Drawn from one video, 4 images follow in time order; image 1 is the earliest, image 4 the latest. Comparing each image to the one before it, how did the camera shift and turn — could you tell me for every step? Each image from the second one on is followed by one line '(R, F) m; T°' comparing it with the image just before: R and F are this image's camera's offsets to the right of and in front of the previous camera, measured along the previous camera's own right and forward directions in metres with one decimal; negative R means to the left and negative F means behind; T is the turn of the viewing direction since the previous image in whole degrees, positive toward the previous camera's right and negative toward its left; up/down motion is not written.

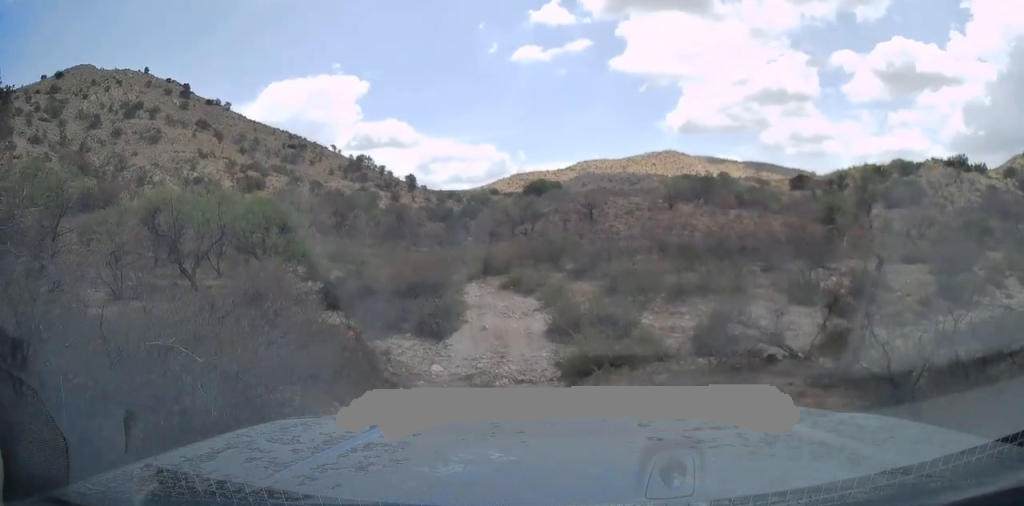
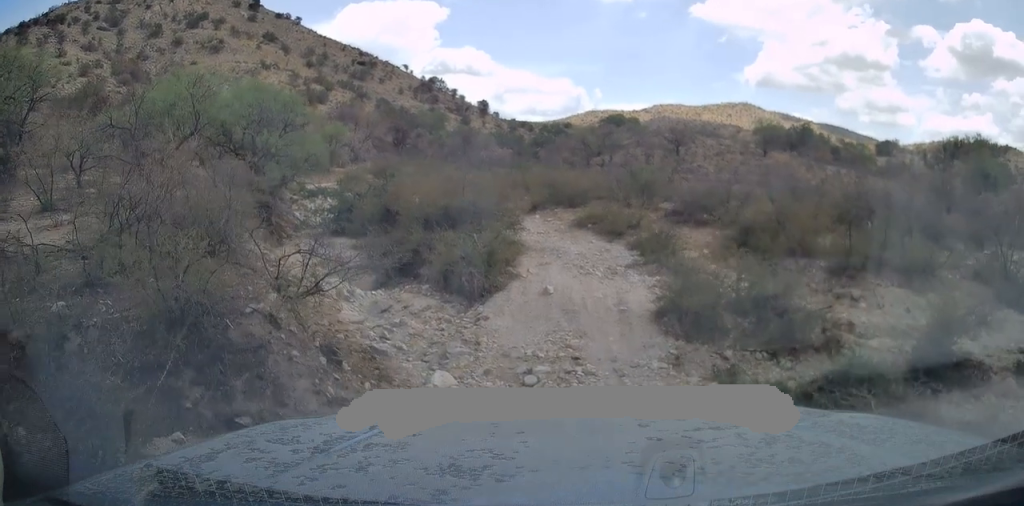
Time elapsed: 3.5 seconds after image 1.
(+0.1, +6.4) m; 0°
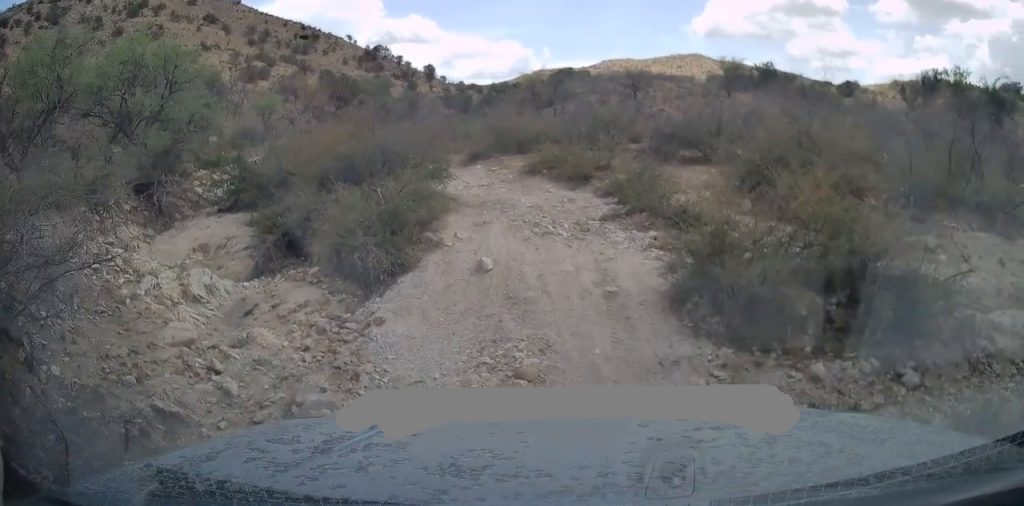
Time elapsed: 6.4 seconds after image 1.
(-0.3, +3.7) m; 0°
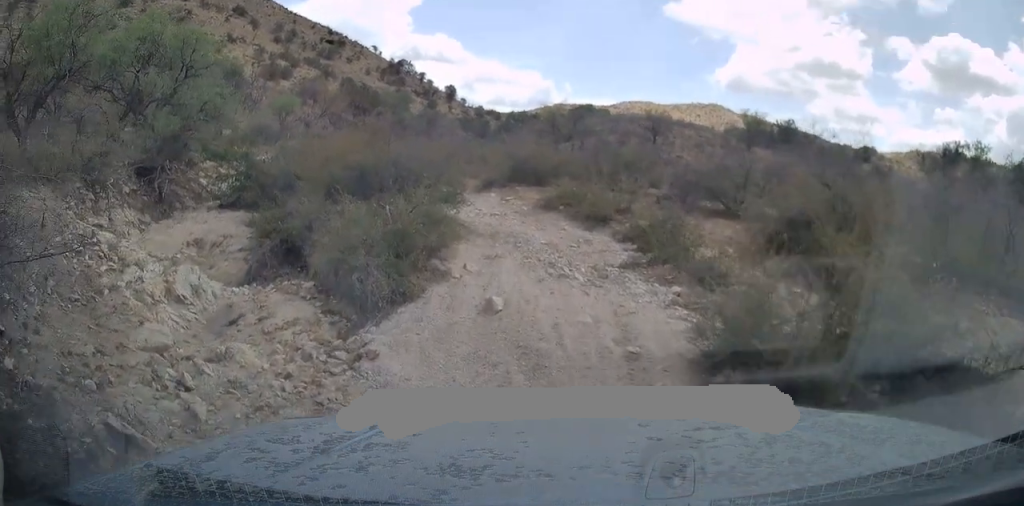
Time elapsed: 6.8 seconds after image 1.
(+0.2, +0.6) m; 0°
